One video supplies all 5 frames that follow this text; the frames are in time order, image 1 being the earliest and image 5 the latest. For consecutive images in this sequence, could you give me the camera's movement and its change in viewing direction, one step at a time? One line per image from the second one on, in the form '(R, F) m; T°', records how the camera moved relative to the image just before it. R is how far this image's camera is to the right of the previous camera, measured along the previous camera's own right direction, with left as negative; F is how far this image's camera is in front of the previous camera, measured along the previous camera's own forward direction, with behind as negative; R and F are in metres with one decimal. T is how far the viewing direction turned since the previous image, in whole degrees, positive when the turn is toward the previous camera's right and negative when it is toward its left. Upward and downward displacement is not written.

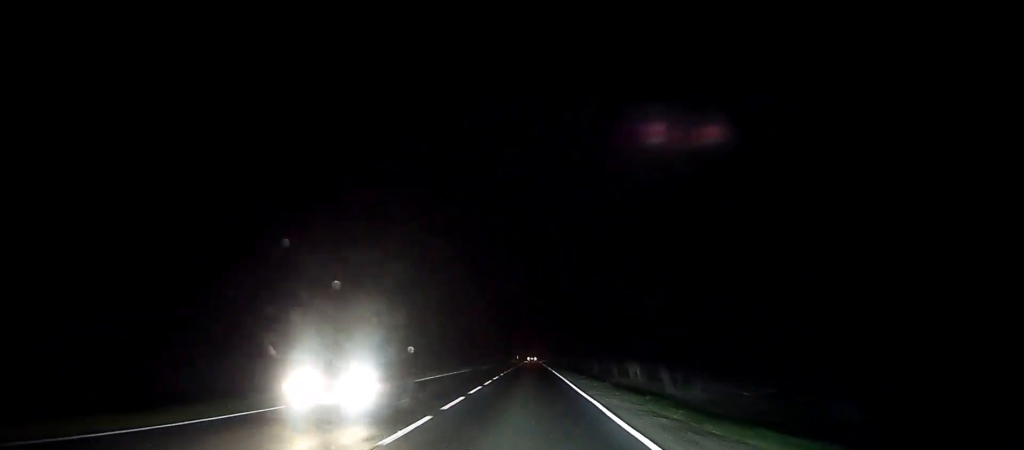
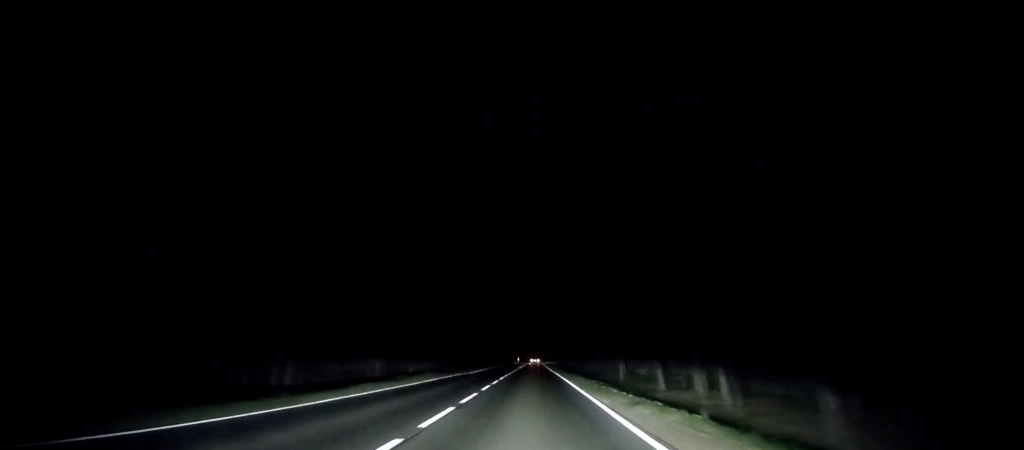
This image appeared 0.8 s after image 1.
(-0.1, +15.6) m; -1°
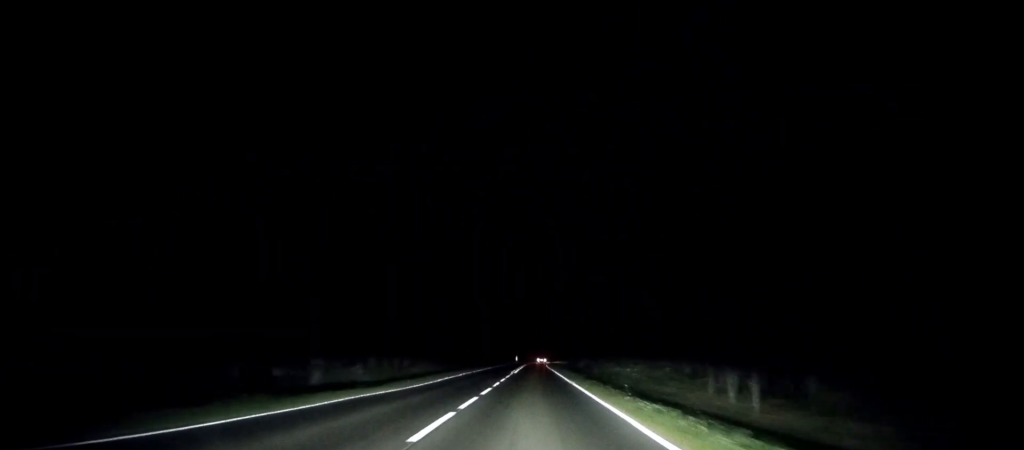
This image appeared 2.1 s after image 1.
(-0.1, +25.7) m; -1°
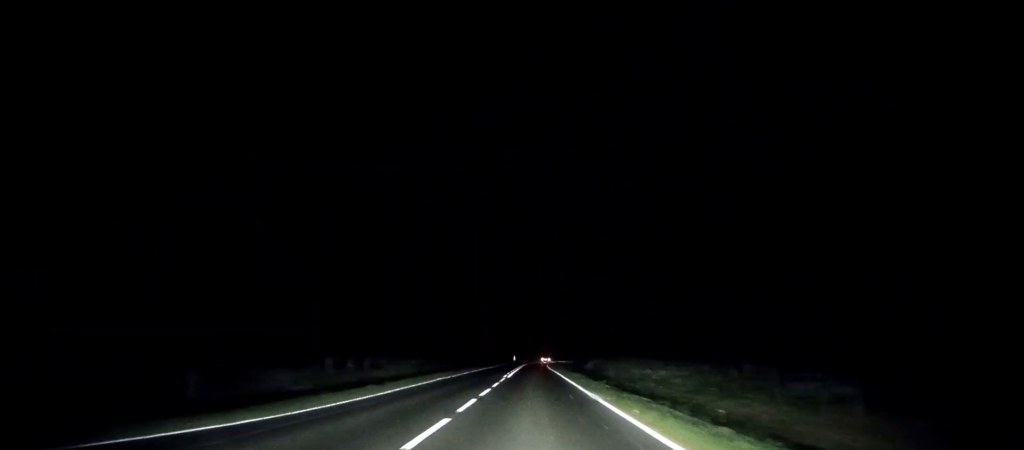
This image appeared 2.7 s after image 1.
(0.0, +12.7) m; 0°
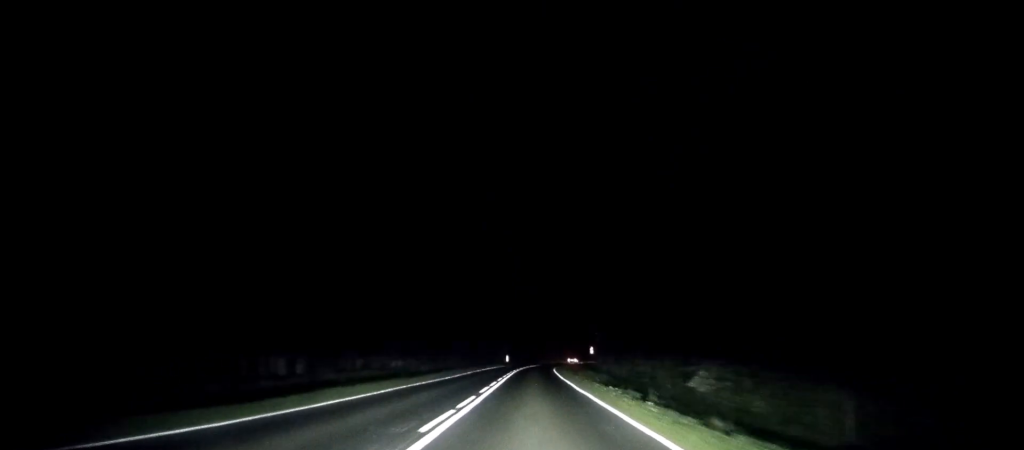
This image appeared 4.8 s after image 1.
(+0.1, +41.4) m; +1°
